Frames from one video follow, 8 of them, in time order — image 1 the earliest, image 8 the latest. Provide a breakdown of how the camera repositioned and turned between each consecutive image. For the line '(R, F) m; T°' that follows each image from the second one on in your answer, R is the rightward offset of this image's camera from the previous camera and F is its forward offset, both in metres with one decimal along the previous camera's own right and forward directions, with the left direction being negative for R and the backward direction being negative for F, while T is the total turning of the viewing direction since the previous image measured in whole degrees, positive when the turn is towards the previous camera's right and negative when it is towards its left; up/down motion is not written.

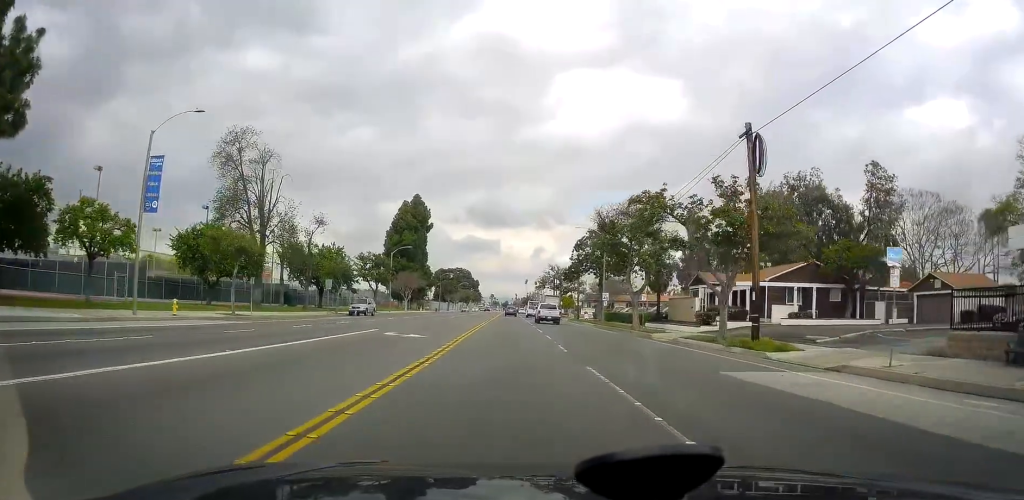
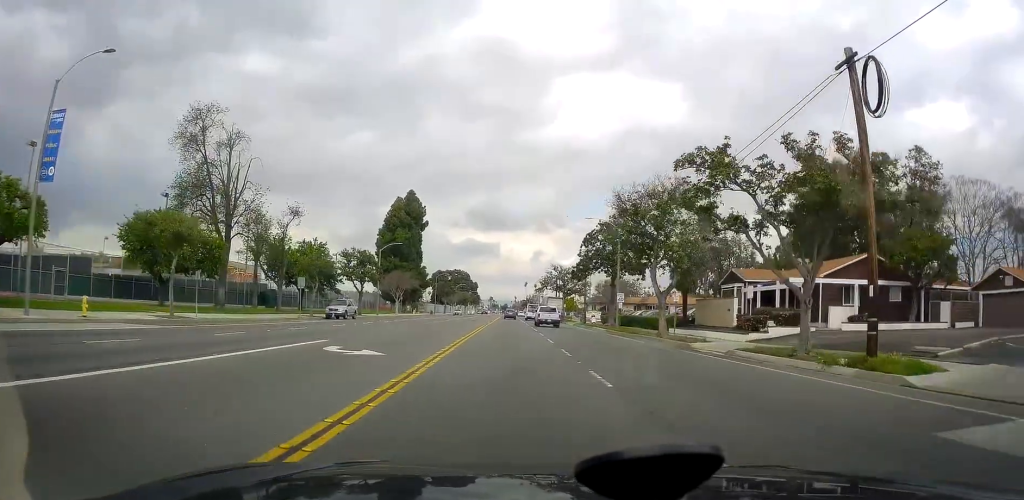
(0.0, +7.9) m; -2°
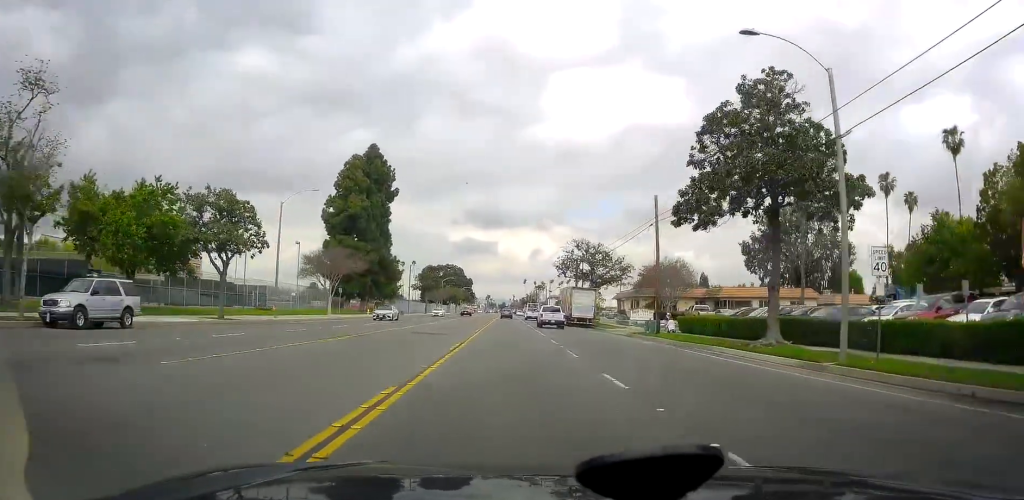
(-0.8, +36.2) m; +1°
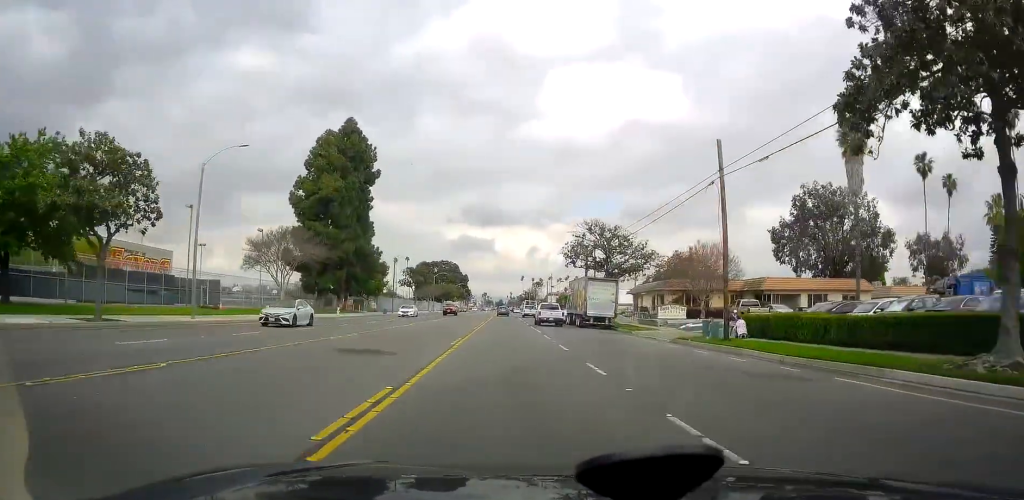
(+0.1, +12.9) m; +1°
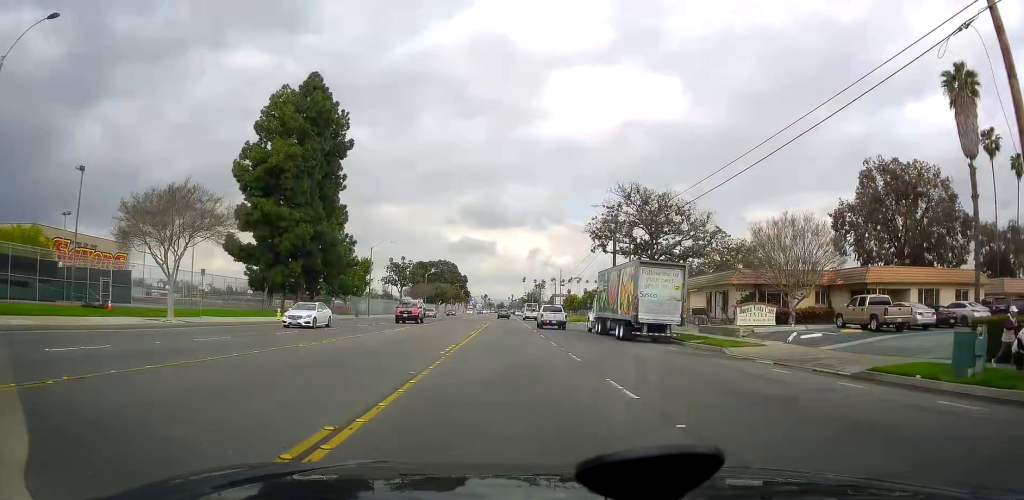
(0.0, +18.0) m; 0°
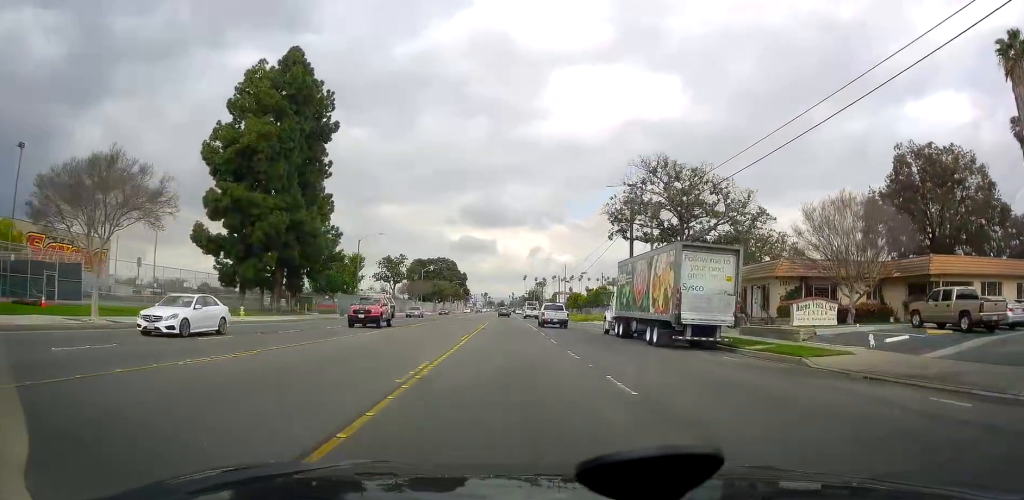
(0.0, +7.2) m; 0°
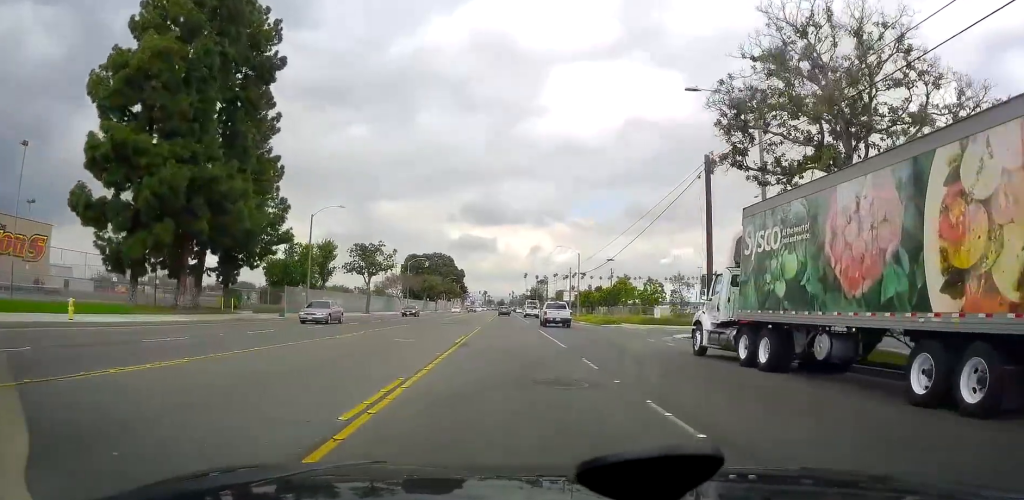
(0.0, +18.2) m; 0°
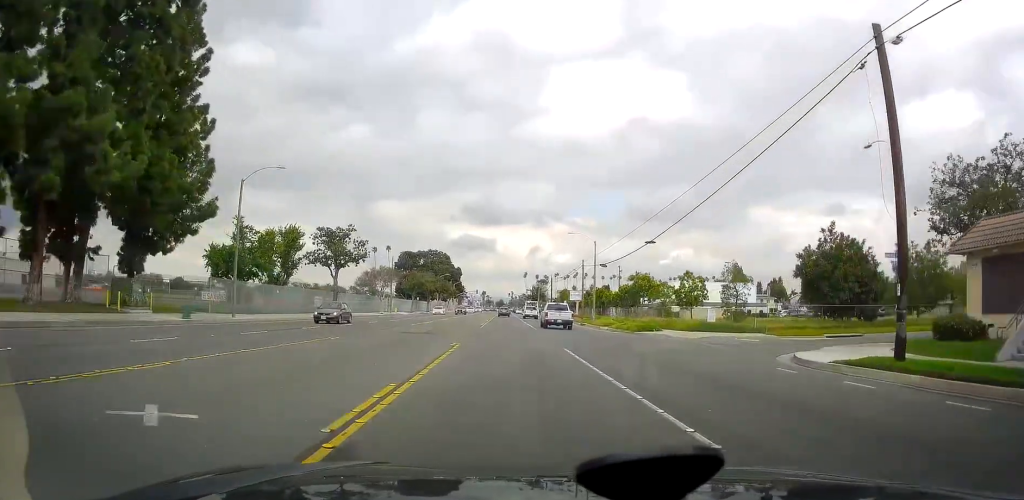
(0.0, +15.4) m; 0°
